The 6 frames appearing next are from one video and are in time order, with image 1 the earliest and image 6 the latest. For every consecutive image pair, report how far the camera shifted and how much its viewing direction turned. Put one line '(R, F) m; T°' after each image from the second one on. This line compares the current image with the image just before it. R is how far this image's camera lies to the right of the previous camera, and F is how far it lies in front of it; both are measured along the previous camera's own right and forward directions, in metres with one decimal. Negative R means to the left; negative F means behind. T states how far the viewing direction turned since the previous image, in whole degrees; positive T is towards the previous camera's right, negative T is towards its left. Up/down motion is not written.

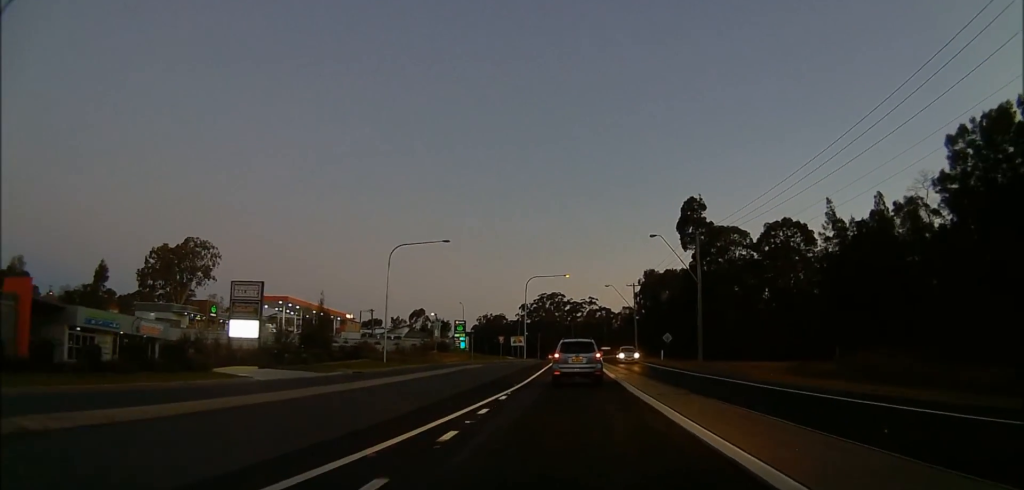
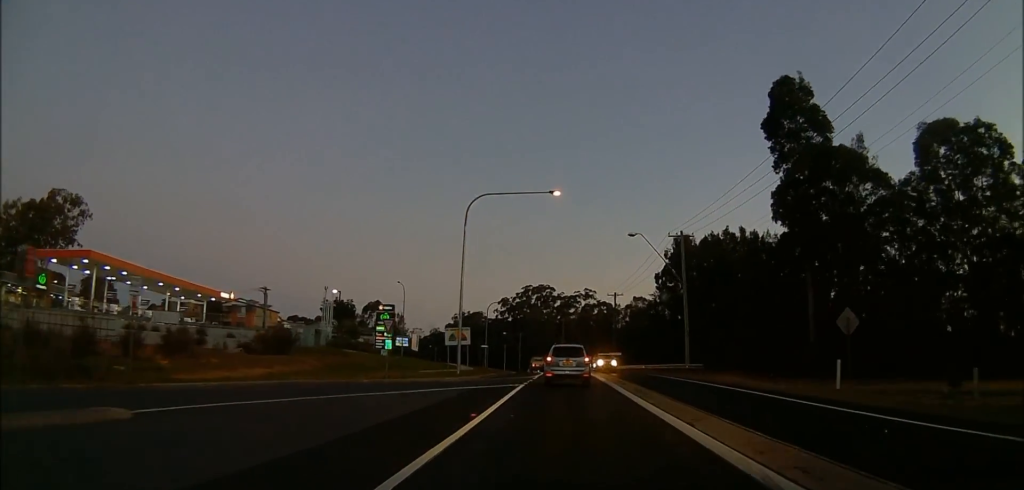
(-0.1, +46.1) m; -1°
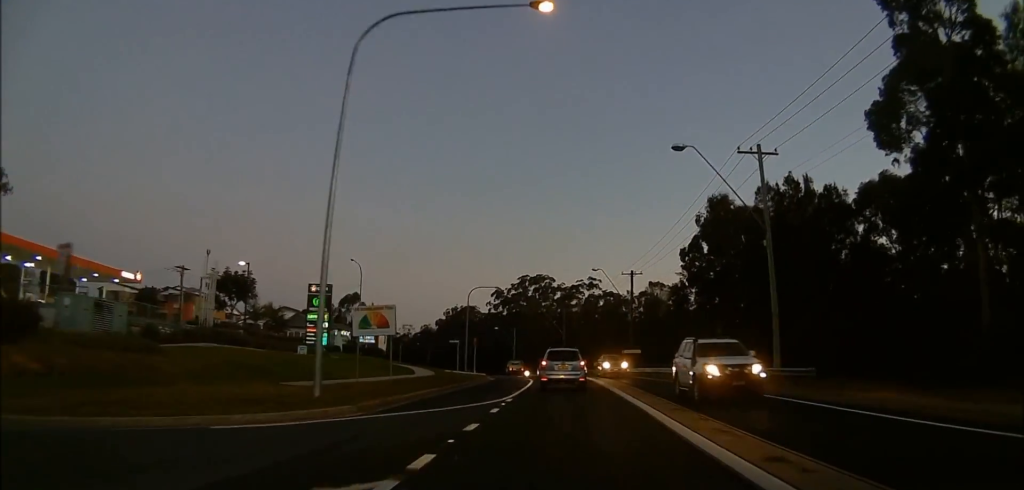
(-0.1, +21.6) m; +4°
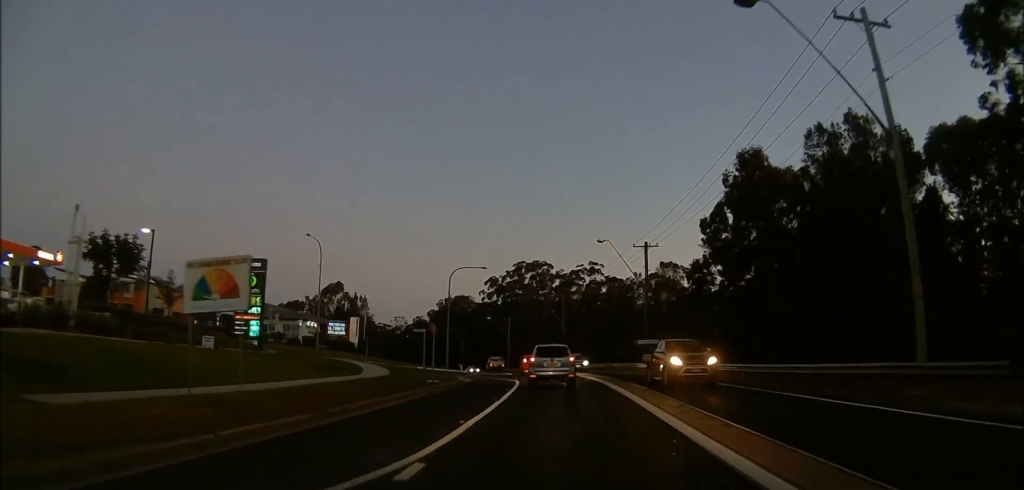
(+0.7, +12.7) m; -1°
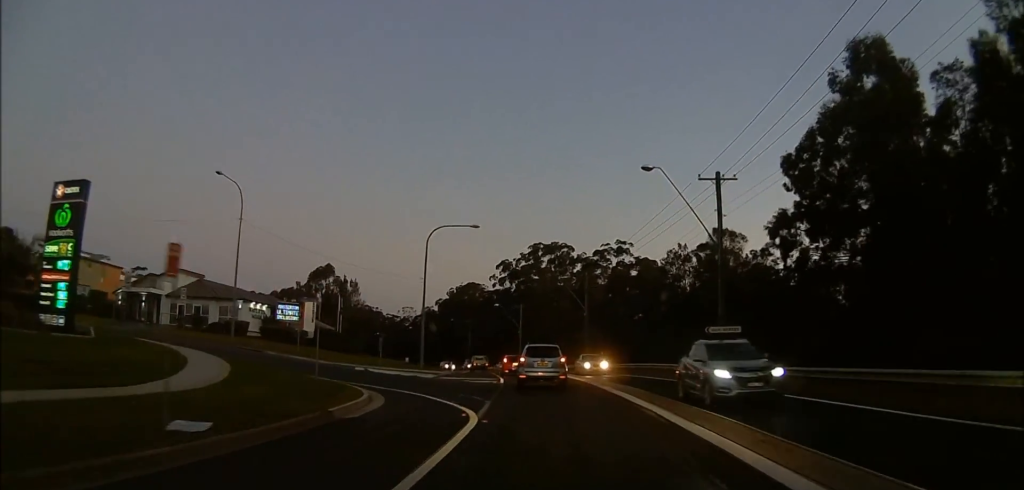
(-1.3, +20.8) m; -7°
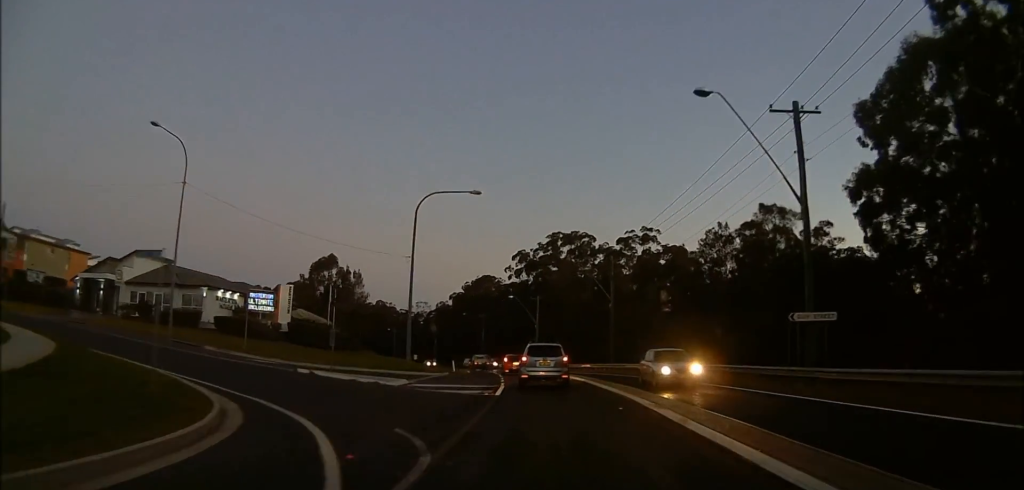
(-0.2, +10.0) m; -1°
